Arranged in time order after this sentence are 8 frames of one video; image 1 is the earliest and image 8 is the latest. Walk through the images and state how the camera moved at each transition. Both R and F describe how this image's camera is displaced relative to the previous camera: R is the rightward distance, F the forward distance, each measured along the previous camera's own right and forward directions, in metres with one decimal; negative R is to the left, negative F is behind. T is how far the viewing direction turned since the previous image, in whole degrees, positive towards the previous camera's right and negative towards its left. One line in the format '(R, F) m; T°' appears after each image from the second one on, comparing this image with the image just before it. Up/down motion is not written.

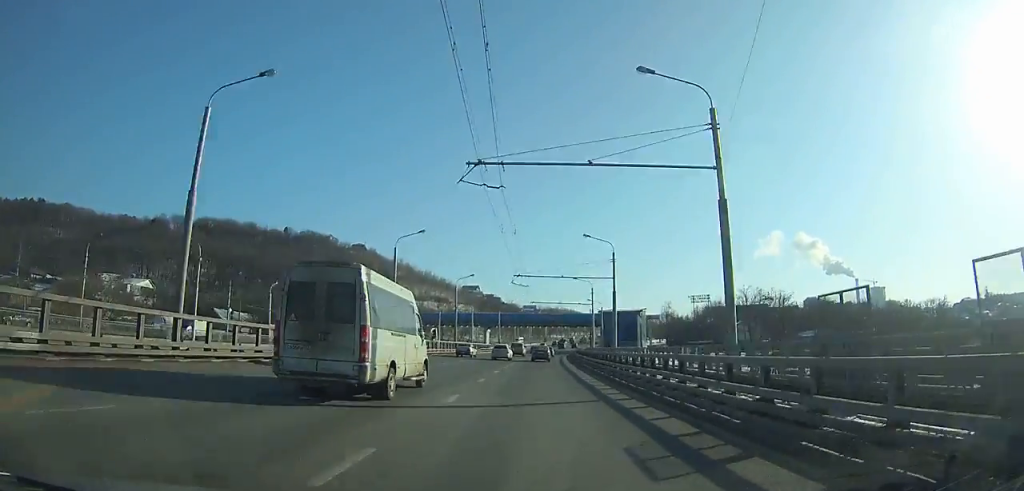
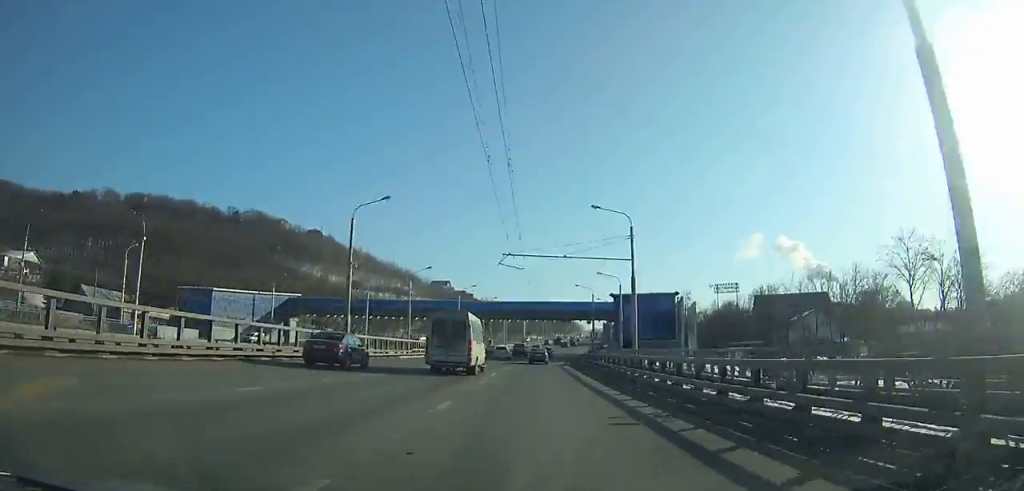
(+0.7, +39.9) m; +2°
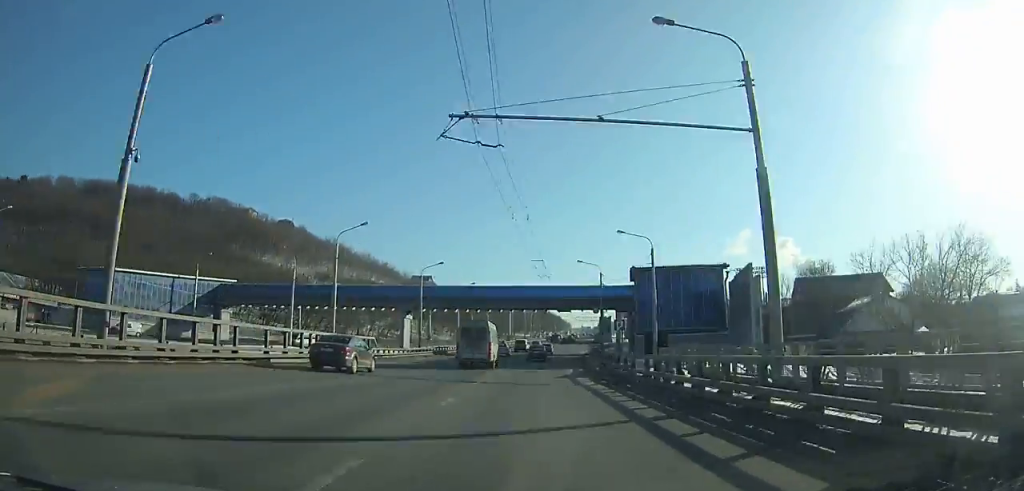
(+0.2, +21.9) m; +2°
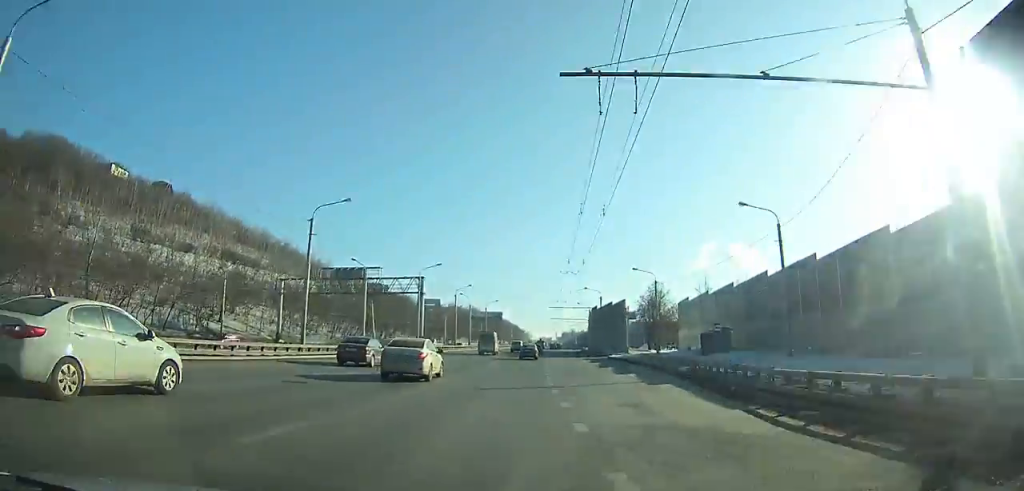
(+3.3, +77.7) m; +4°
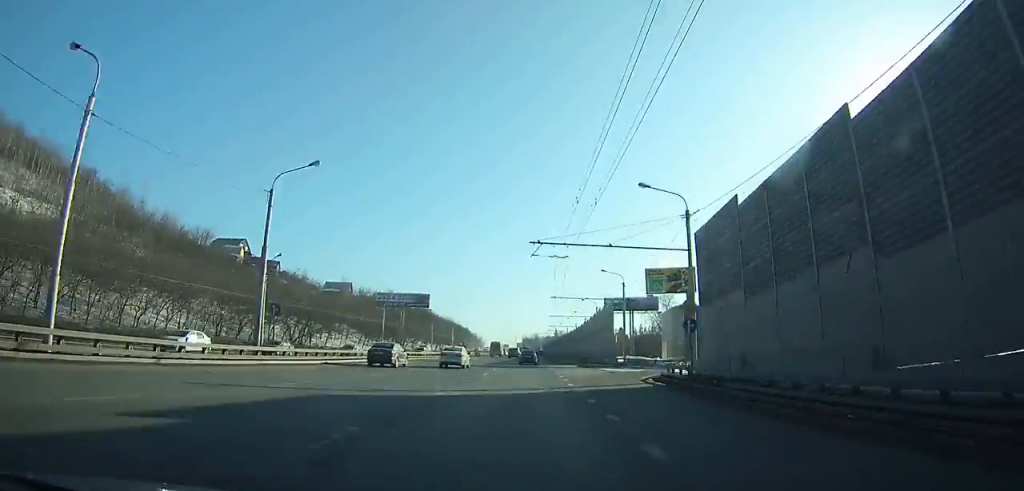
(+2.8, +92.8) m; +4°
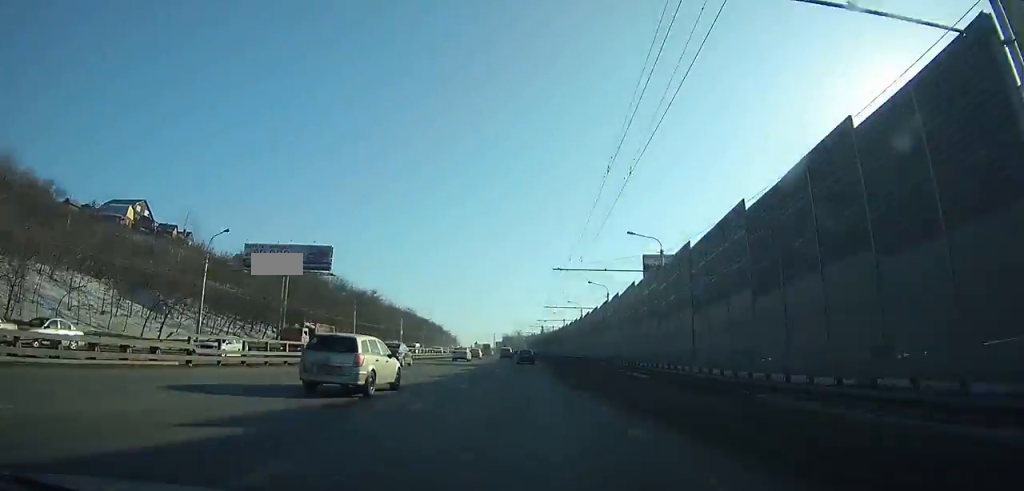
(+1.0, +58.5) m; +2°
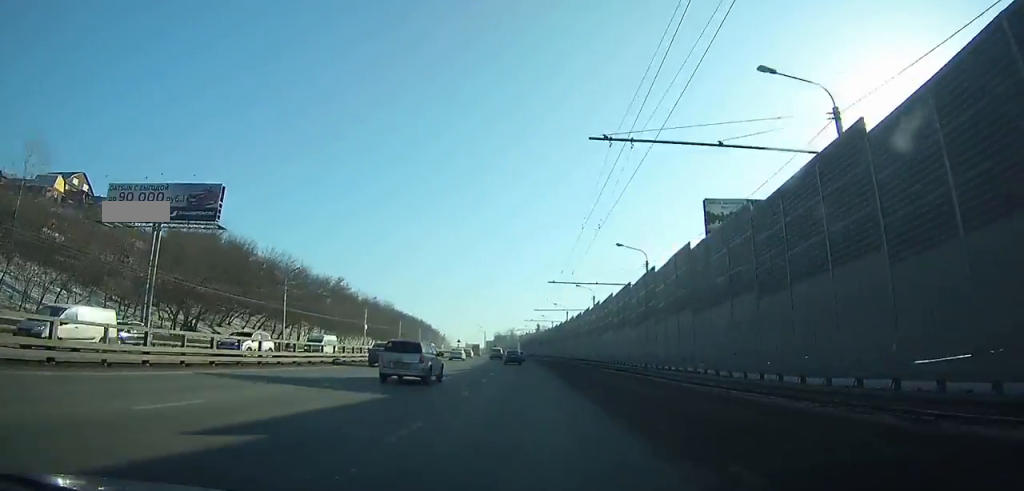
(+0.2, +27.1) m; 0°
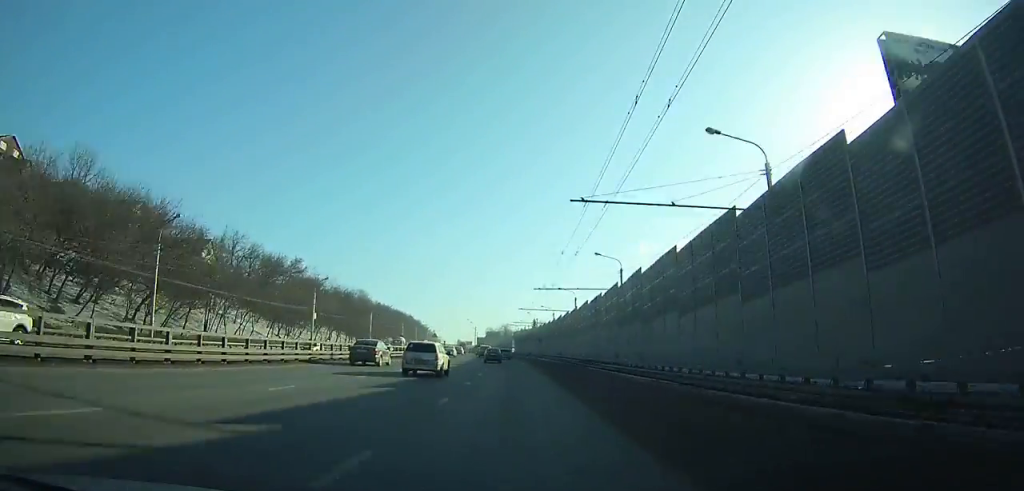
(+0.3, +25.5) m; 0°
